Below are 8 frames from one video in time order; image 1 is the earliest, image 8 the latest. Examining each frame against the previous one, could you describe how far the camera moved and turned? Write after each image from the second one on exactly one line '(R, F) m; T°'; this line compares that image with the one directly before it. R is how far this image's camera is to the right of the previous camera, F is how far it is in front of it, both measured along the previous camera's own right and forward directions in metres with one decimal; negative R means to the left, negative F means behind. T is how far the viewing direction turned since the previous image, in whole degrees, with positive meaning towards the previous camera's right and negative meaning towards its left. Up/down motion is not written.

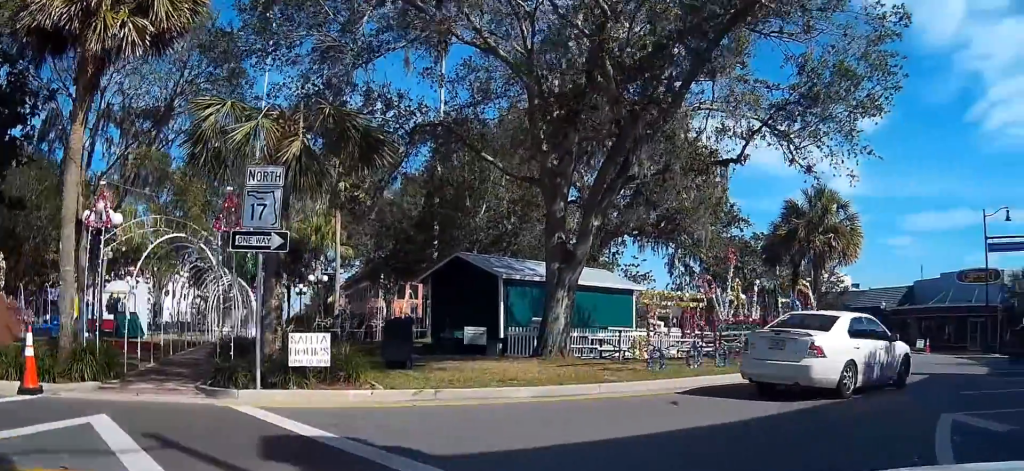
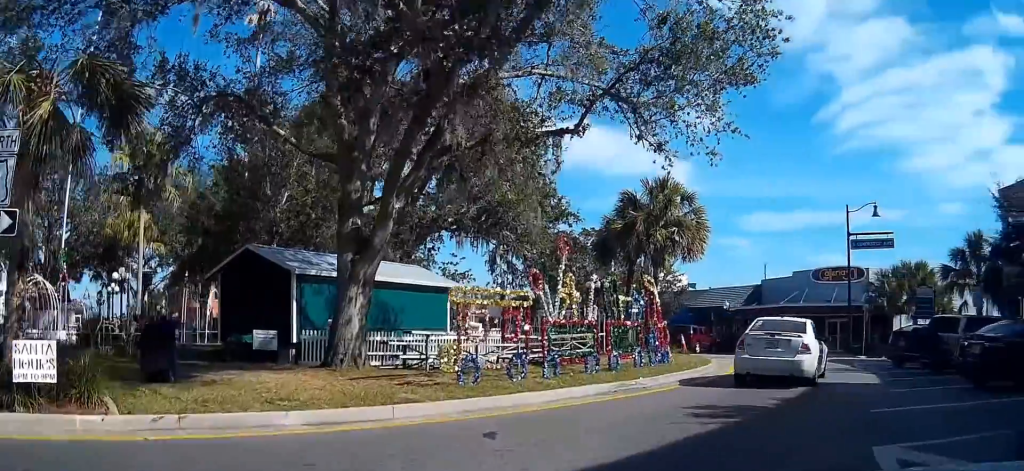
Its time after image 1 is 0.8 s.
(+0.3, +2.5) m; +11°
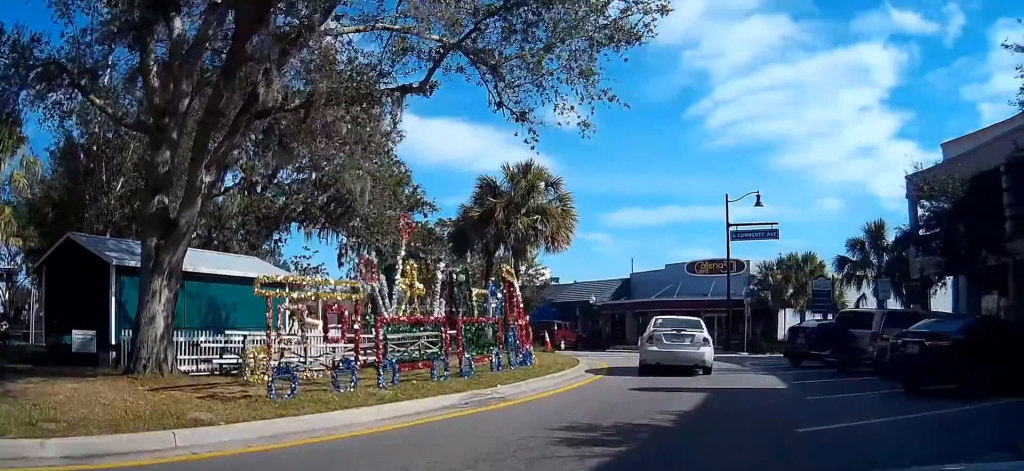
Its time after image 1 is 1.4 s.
(+0.2, +2.1) m; +9°
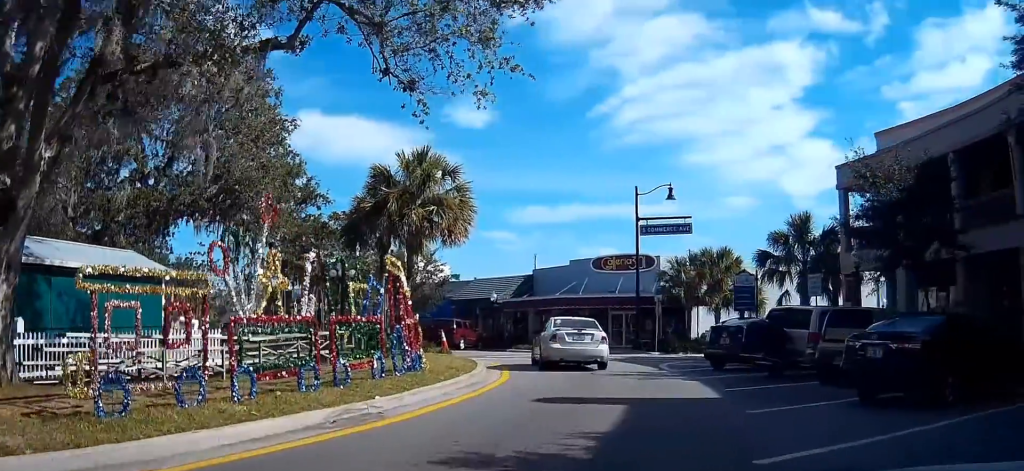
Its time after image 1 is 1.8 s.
(0.0, +1.8) m; +7°
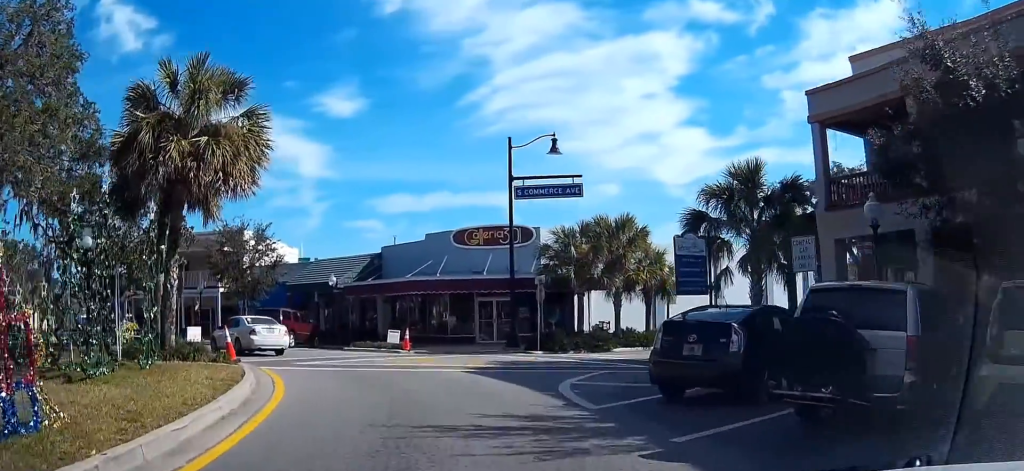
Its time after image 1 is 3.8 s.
(+0.9, +9.2) m; +4°
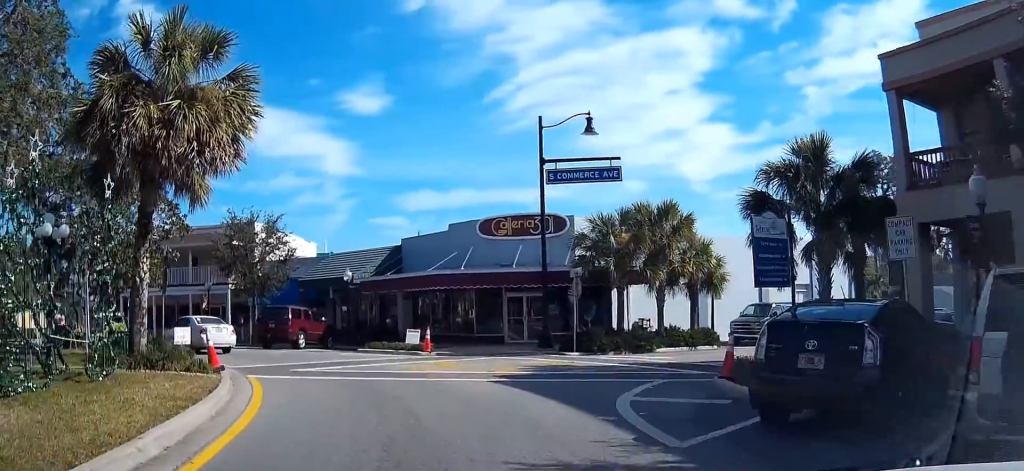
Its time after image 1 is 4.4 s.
(0.0, +3.3) m; -6°
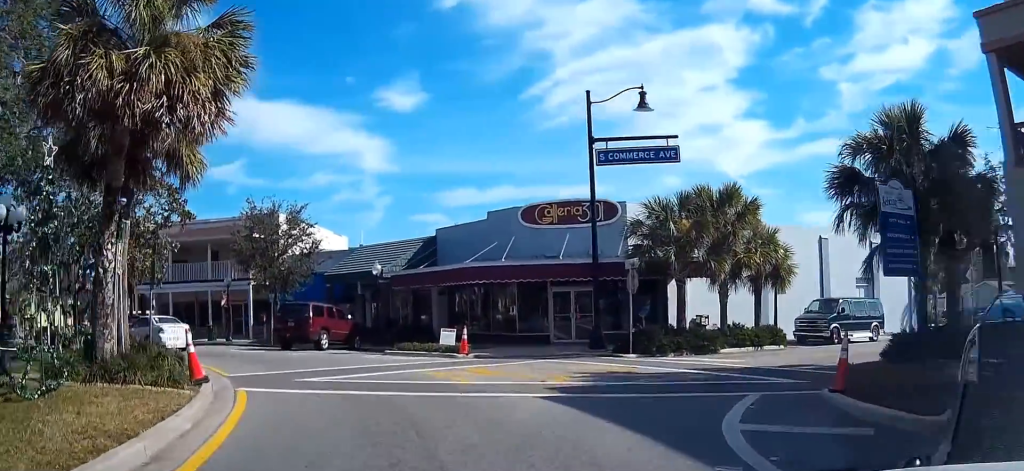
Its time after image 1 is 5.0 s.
(+0.1, +3.4) m; -7°
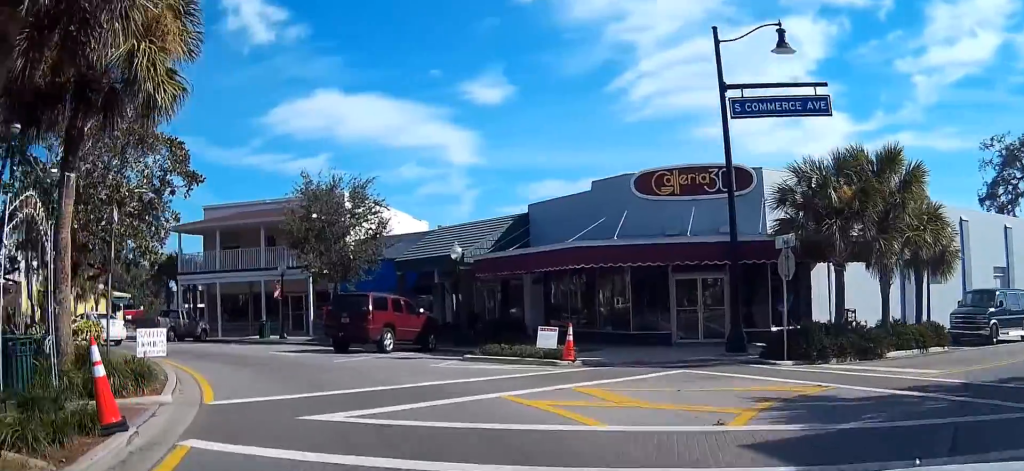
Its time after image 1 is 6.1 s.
(-1.0, +6.7) m; -7°
